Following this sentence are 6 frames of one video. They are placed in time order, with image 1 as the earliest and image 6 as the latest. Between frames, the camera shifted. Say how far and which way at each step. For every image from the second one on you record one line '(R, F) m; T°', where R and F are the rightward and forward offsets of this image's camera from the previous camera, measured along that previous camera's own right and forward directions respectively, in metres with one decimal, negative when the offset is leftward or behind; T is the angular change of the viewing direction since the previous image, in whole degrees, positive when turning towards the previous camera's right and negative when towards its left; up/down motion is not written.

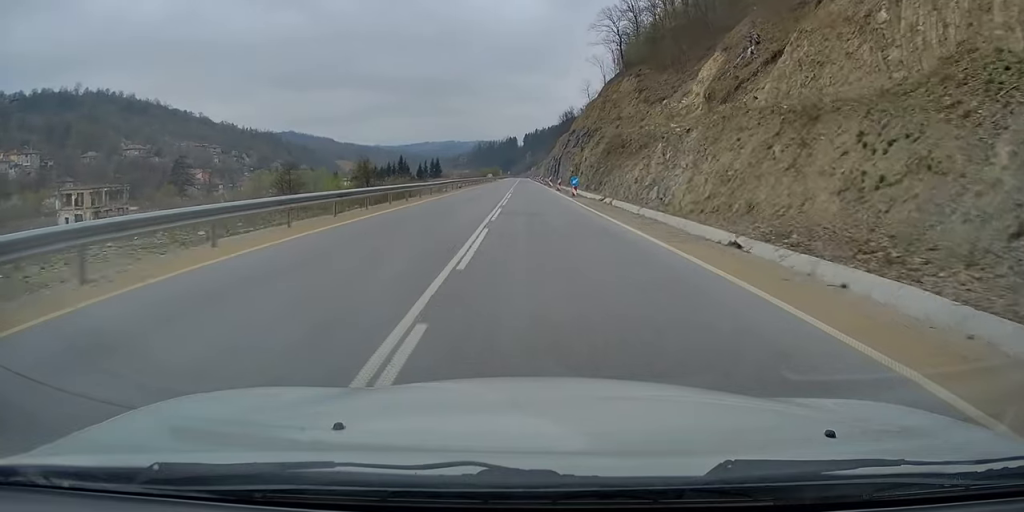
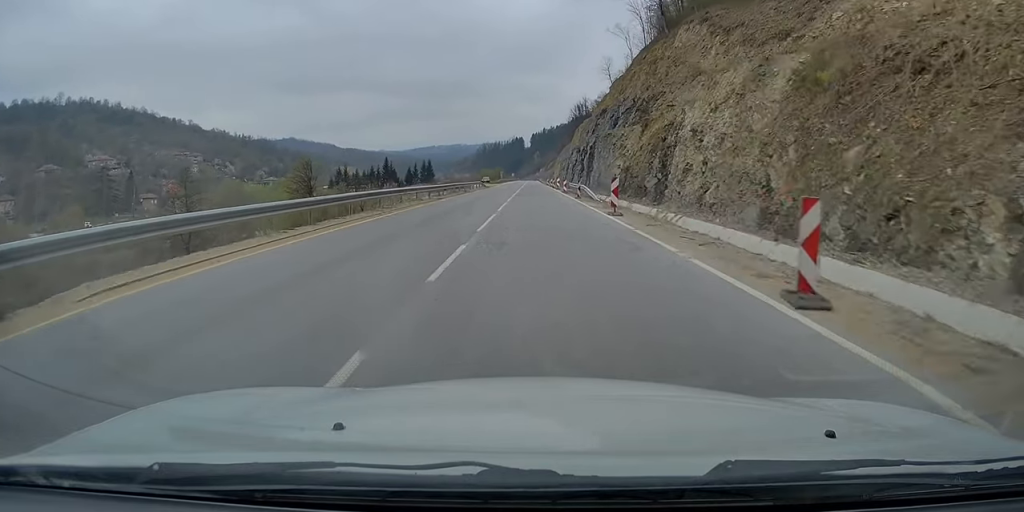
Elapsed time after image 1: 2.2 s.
(+0.1, +50.6) m; 0°
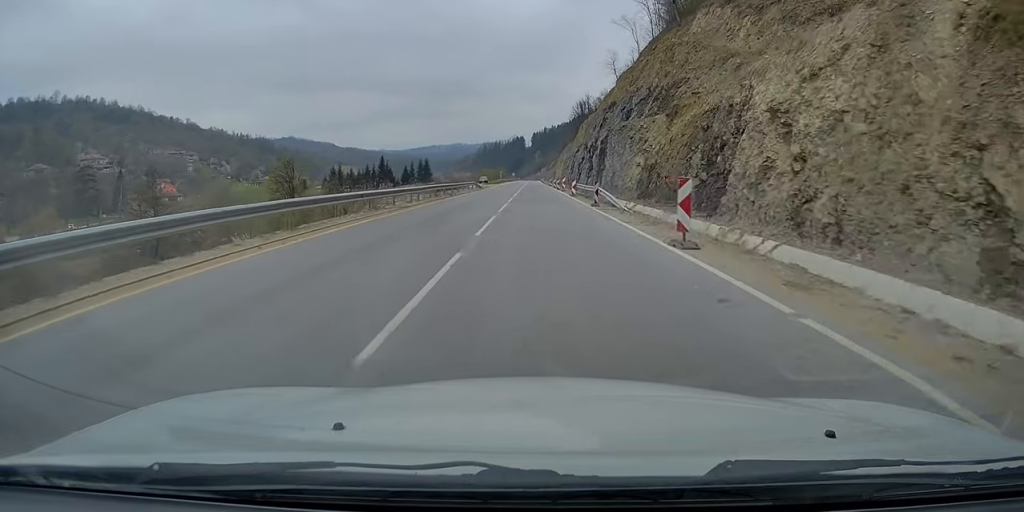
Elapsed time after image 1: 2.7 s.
(+0.1, +9.9) m; 0°
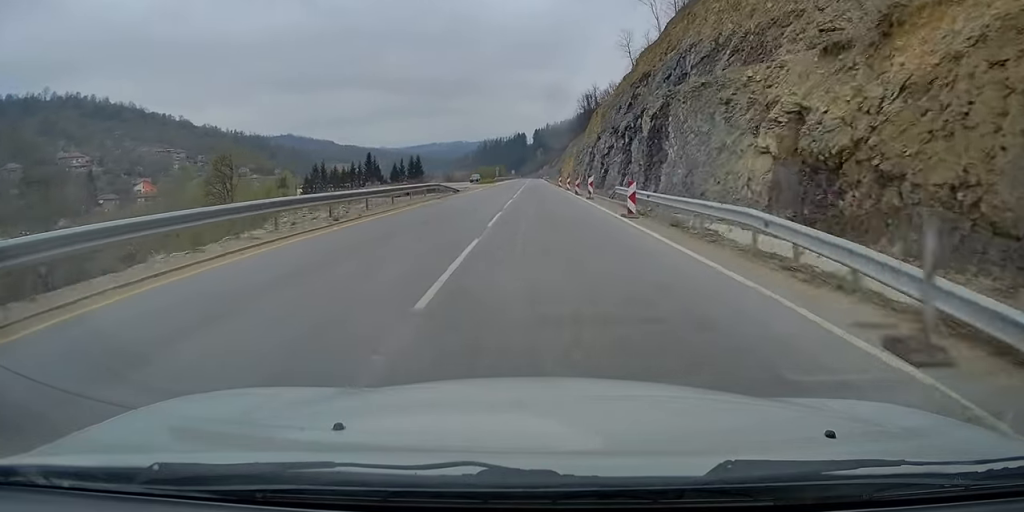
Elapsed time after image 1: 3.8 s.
(-0.1, +25.3) m; 0°
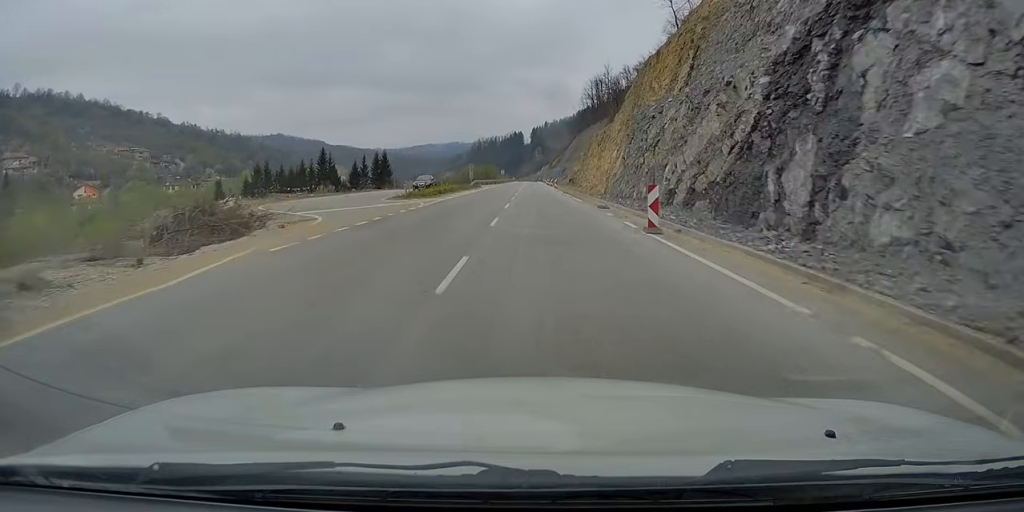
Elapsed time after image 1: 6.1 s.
(+0.3, +52.7) m; 0°
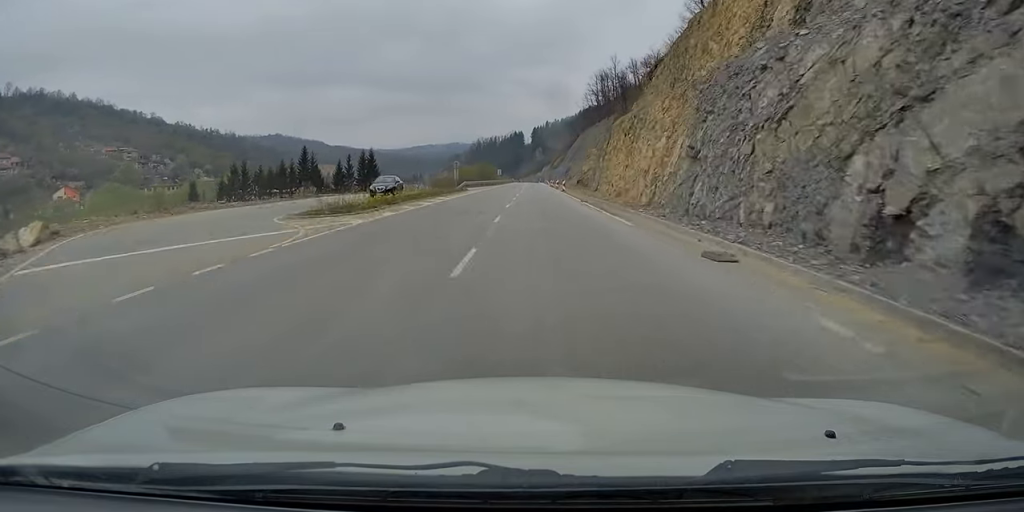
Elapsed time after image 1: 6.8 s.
(0.0, +16.8) m; 0°
